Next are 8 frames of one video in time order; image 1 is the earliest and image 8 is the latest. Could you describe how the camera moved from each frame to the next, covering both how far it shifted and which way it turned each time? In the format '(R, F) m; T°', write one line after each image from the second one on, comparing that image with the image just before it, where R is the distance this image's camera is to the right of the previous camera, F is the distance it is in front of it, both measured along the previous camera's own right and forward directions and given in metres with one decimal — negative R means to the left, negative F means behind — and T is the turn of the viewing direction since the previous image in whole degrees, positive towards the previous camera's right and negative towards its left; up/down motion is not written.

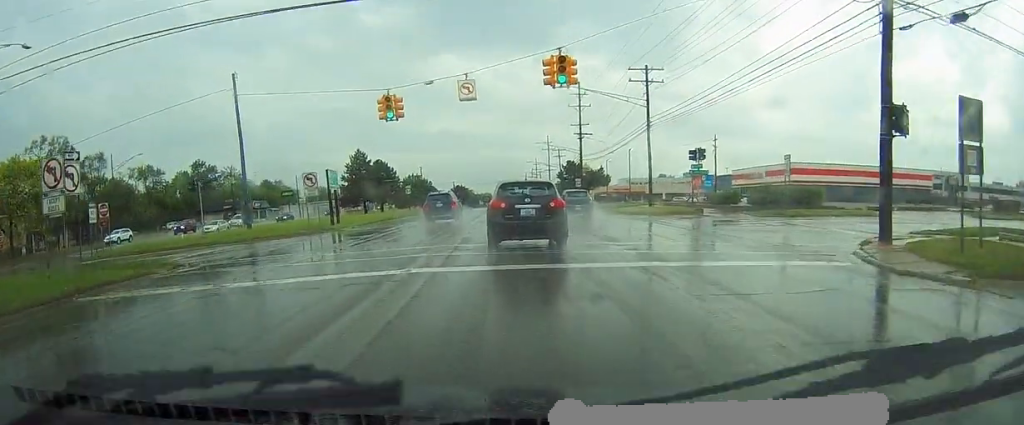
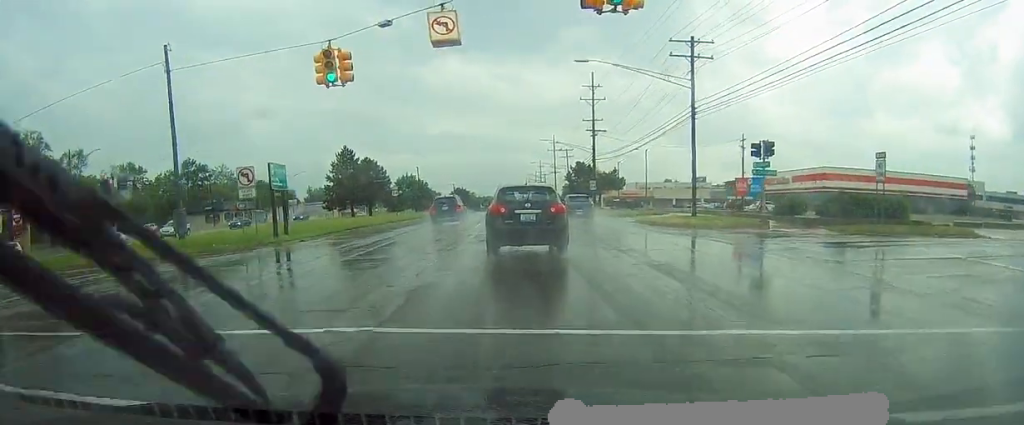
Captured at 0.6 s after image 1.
(+0.2, +10.9) m; 0°
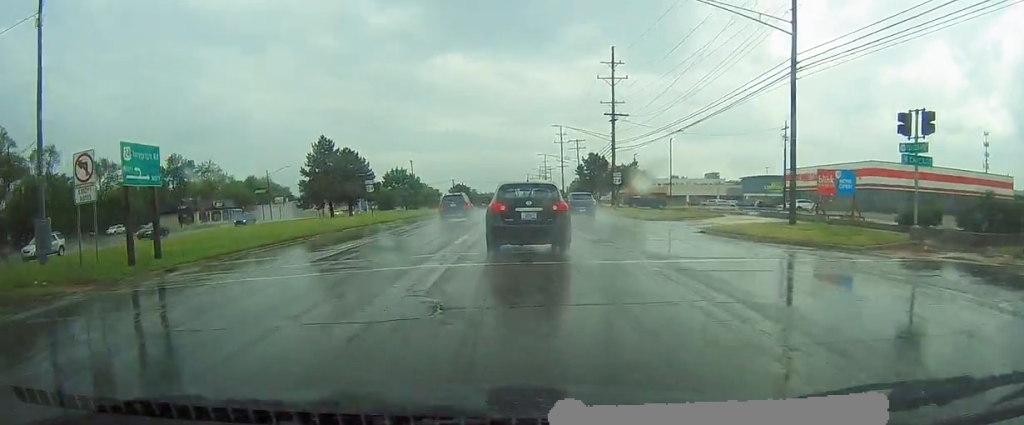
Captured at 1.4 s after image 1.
(-0.1, +13.2) m; 0°
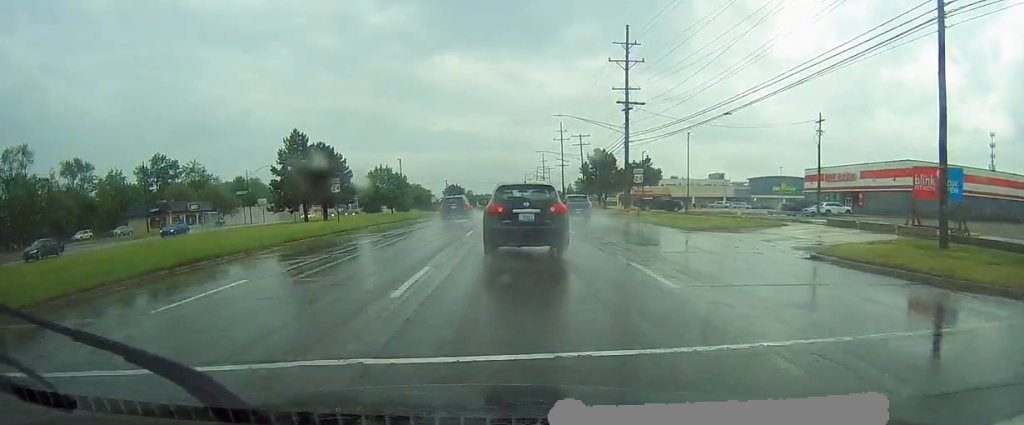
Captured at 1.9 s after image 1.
(-0.2, +9.9) m; 0°
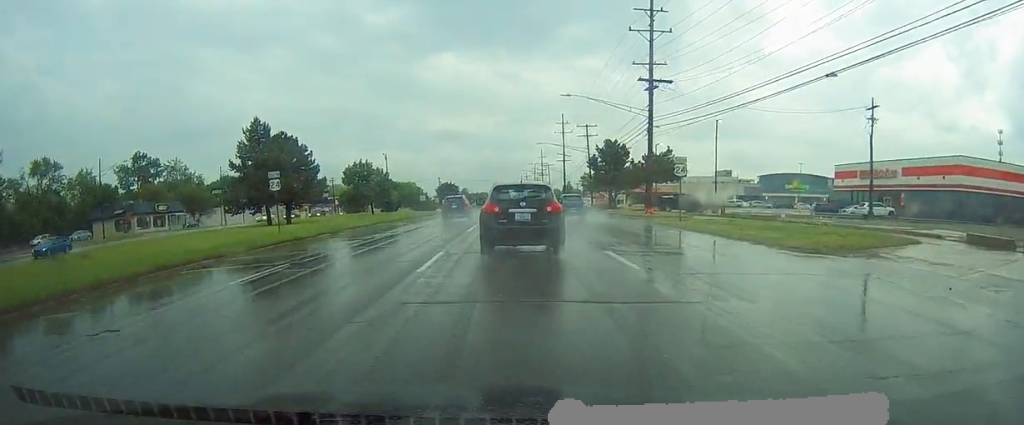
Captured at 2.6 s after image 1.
(+0.3, +11.3) m; 0°
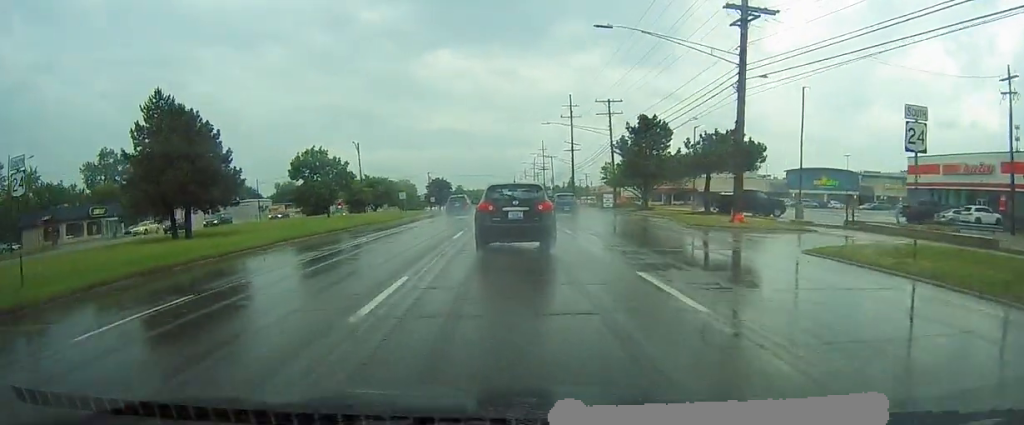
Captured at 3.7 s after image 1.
(-0.2, +19.8) m; 0°
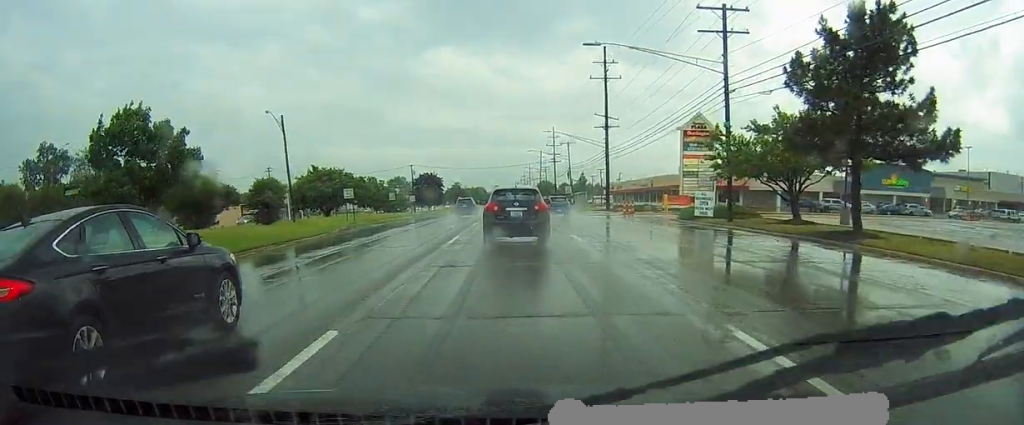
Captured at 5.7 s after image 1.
(0.0, +33.4) m; -1°
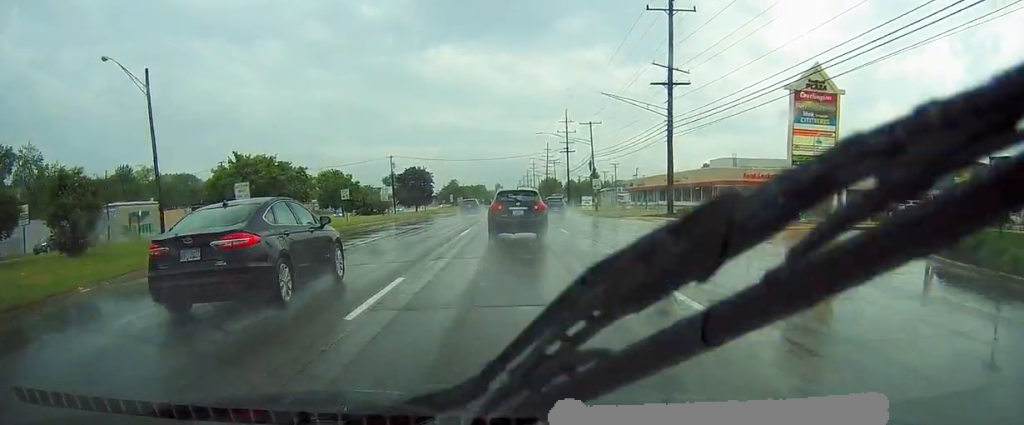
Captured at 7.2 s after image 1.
(+0.2, +26.4) m; +2°
